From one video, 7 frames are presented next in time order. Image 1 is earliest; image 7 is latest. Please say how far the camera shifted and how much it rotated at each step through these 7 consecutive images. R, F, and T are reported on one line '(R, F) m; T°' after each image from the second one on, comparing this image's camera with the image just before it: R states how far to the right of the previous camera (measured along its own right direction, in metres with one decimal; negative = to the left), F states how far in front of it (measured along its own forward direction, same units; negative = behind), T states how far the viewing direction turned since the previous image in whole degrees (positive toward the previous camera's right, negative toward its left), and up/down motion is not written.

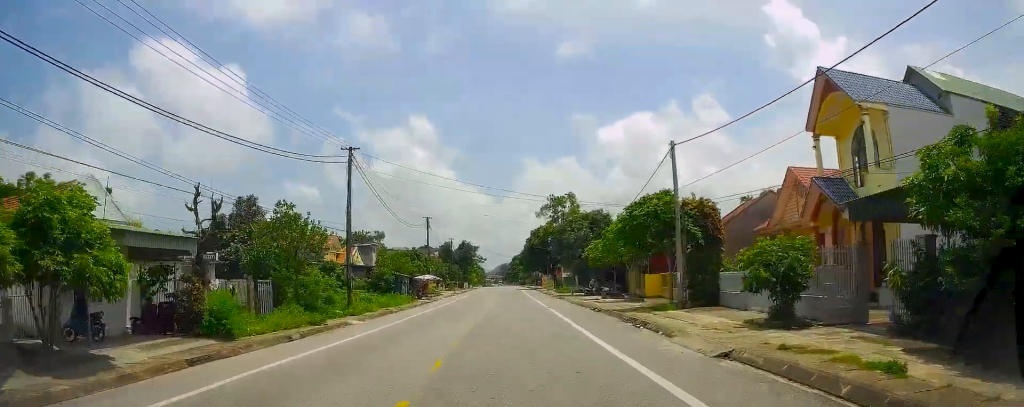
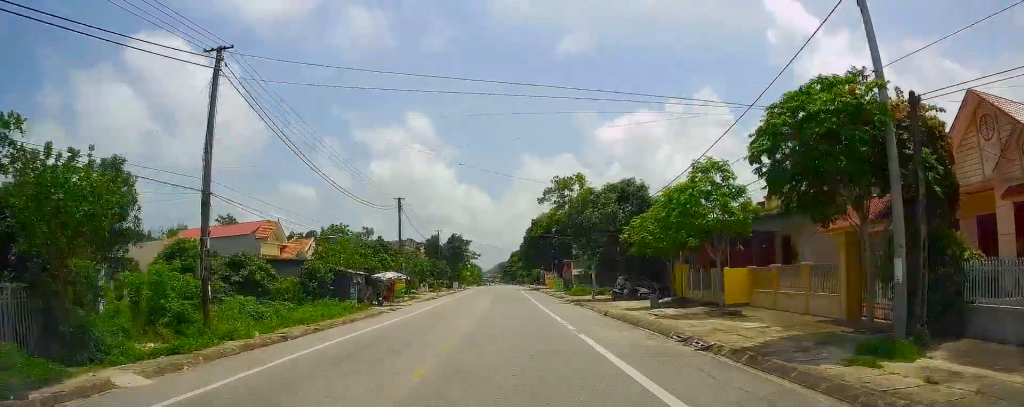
(-0.6, +16.9) m; -1°
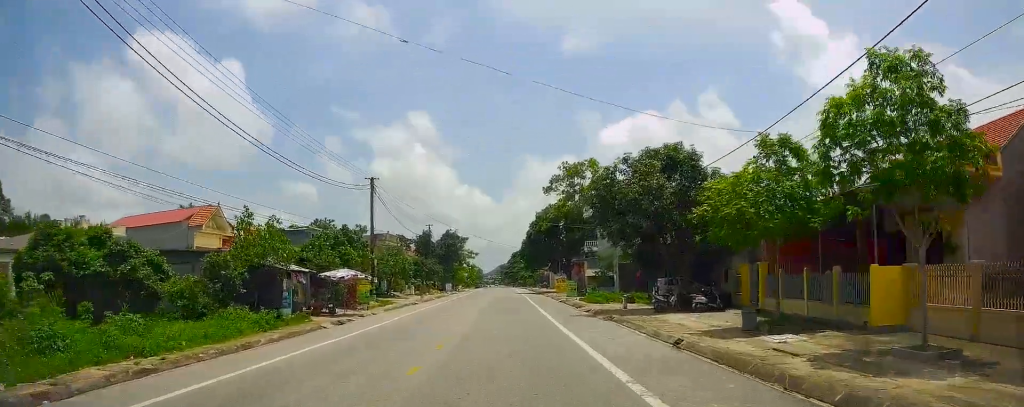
(+0.5, +11.6) m; +1°
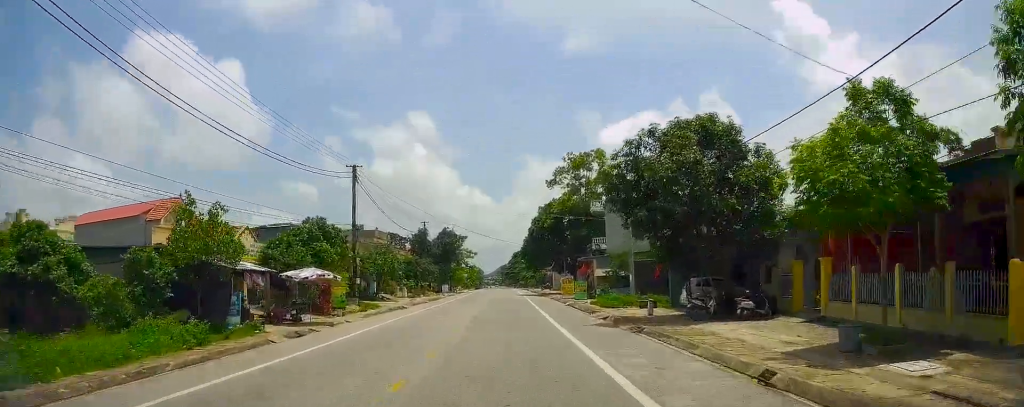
(0.0, +5.4) m; 0°
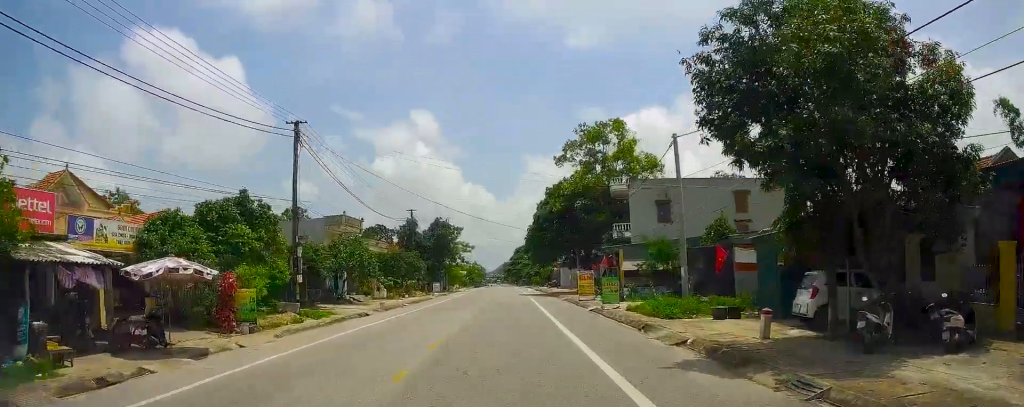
(-0.2, +11.2) m; 0°
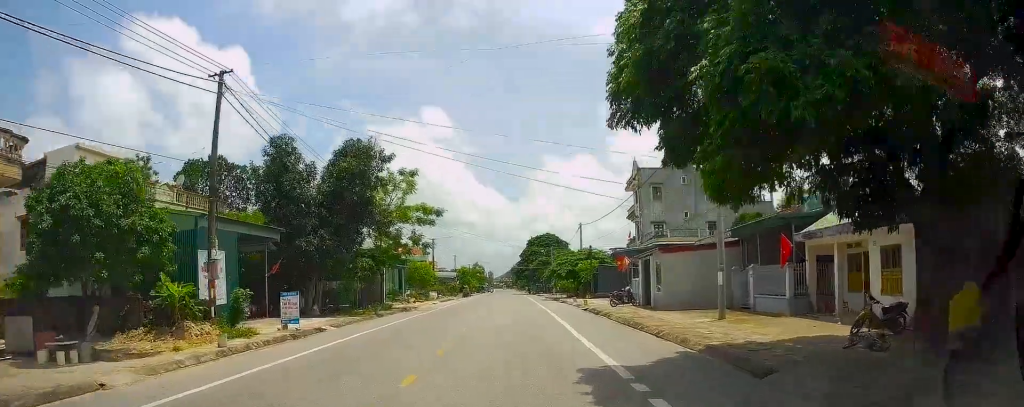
(-2.1, +48.5) m; -2°
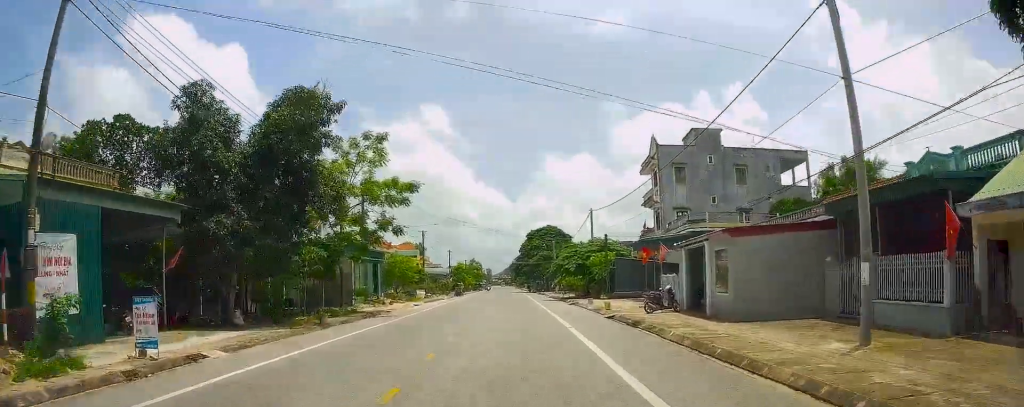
(+0.1, +9.7) m; +1°
